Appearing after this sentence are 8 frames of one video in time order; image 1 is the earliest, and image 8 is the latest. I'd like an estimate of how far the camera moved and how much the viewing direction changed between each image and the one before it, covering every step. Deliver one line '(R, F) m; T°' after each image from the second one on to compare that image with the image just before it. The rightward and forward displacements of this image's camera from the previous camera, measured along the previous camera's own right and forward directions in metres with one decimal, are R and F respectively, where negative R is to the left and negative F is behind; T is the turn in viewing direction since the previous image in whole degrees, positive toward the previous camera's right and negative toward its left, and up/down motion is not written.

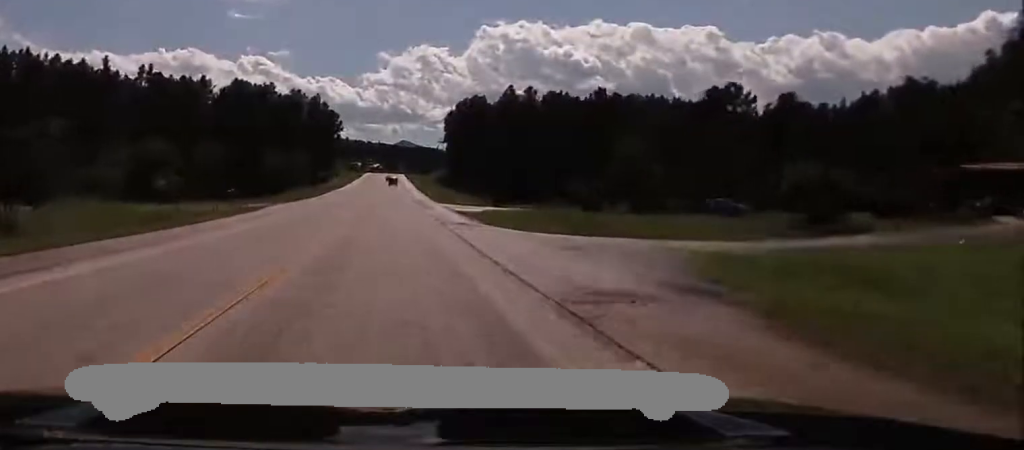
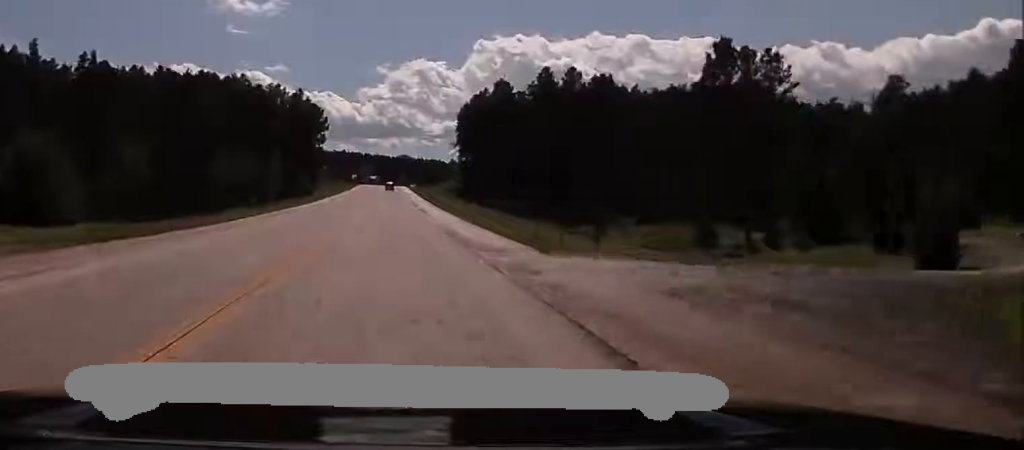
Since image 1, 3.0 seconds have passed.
(+0.6, +58.8) m; +2°
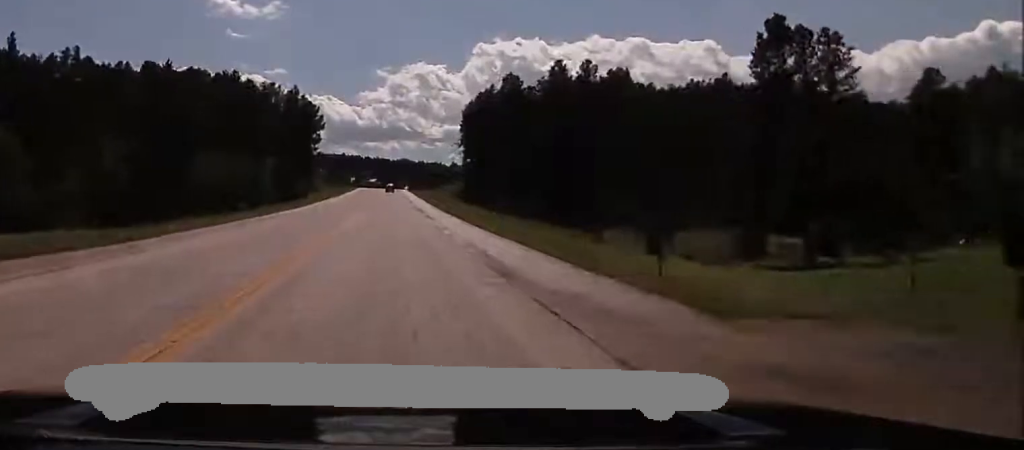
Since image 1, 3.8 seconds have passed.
(-0.1, +14.1) m; -1°
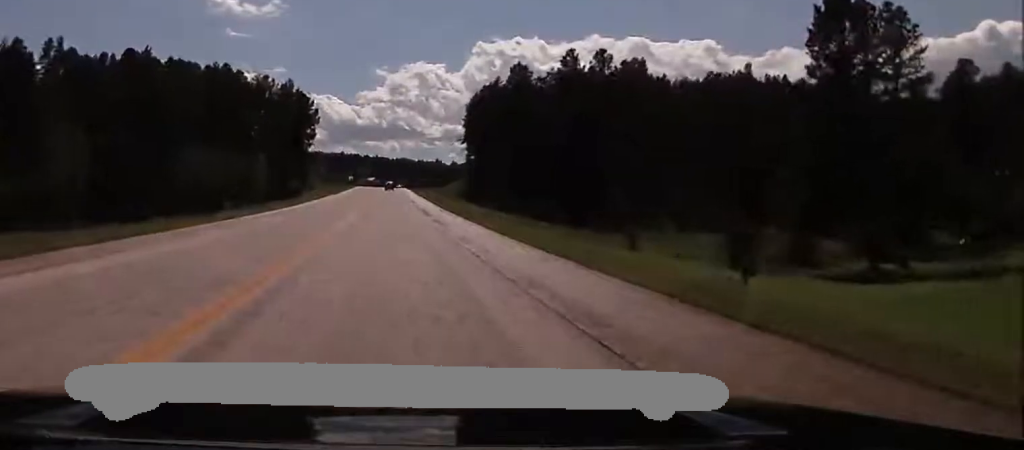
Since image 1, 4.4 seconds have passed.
(-0.1, +12.1) m; -1°
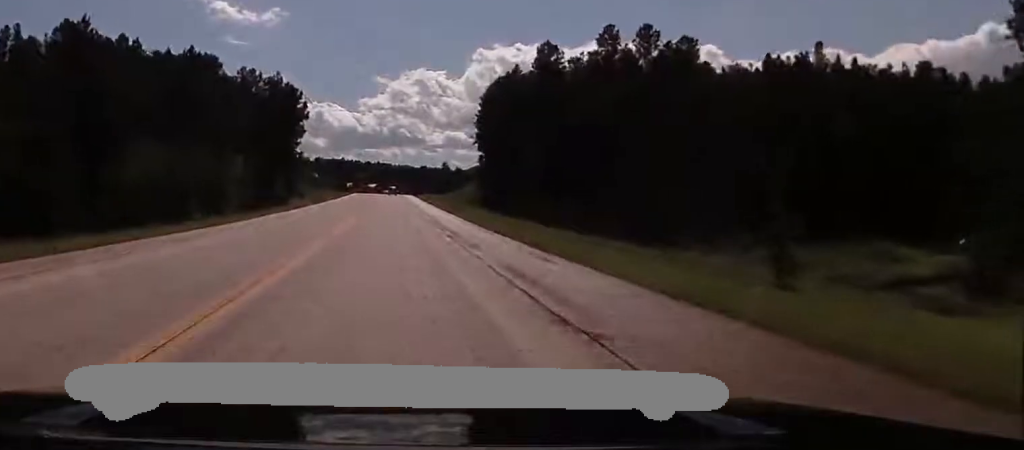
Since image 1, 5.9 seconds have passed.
(0.0, +27.7) m; 0°
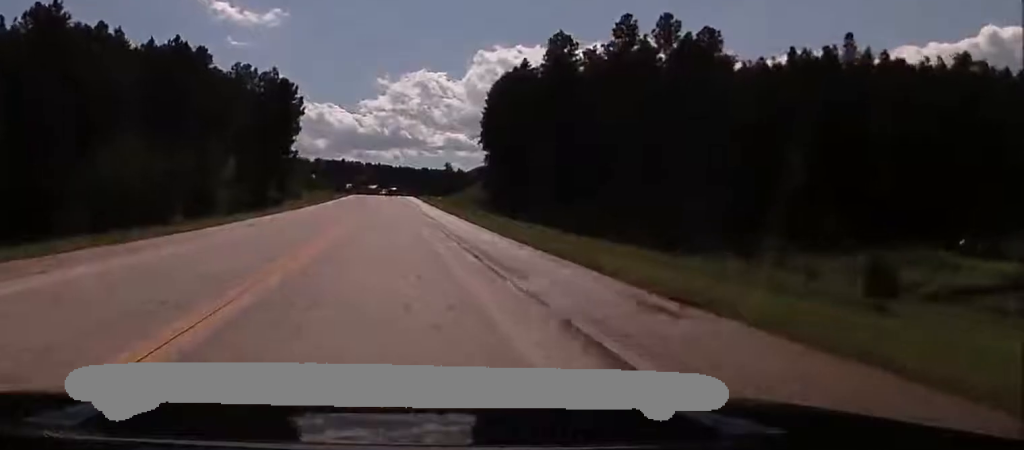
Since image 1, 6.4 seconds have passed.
(+0.1, +9.4) m; 0°
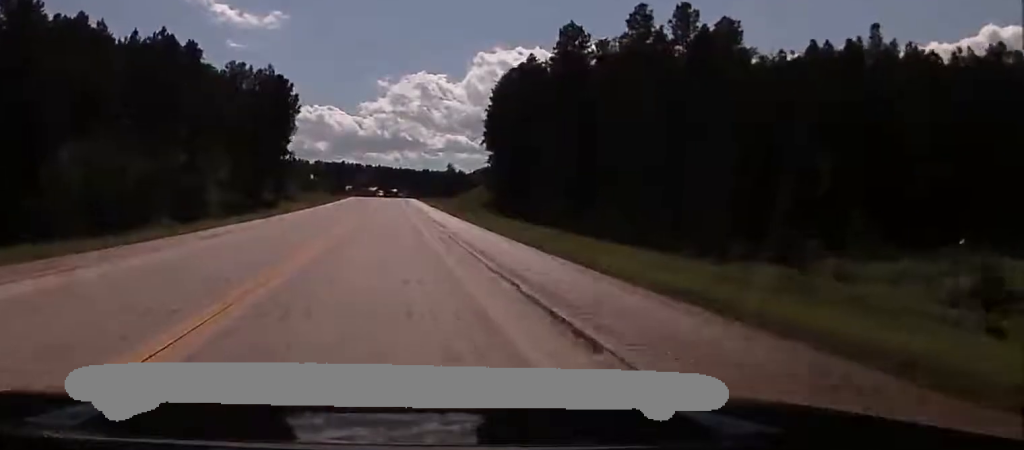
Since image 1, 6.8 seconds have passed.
(-0.2, +7.6) m; 0°
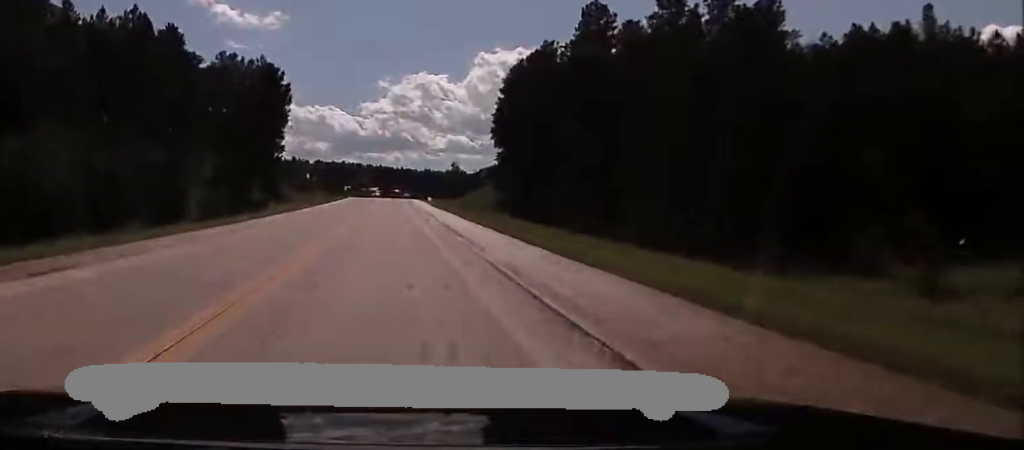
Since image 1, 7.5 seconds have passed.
(-0.1, +13.2) m; 0°
